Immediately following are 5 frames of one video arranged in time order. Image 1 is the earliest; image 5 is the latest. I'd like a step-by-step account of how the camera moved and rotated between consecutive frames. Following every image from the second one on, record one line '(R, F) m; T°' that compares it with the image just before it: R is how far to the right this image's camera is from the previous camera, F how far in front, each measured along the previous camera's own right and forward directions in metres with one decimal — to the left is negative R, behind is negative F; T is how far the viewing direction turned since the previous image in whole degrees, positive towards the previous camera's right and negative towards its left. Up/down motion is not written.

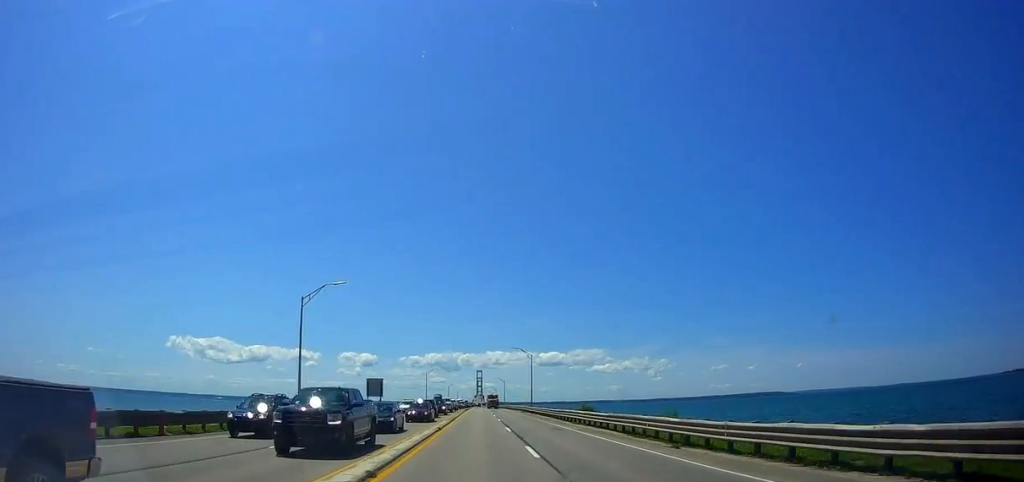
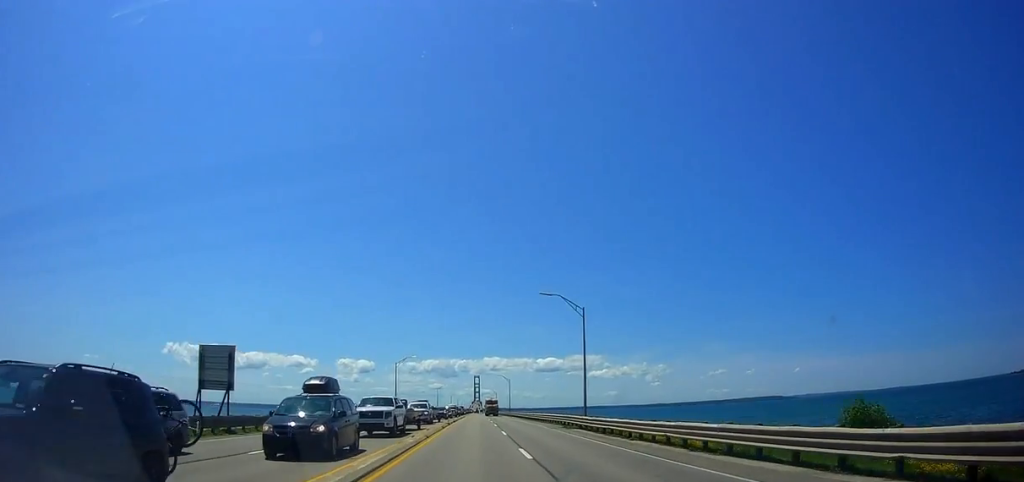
(-1.0, +45.6) m; 0°
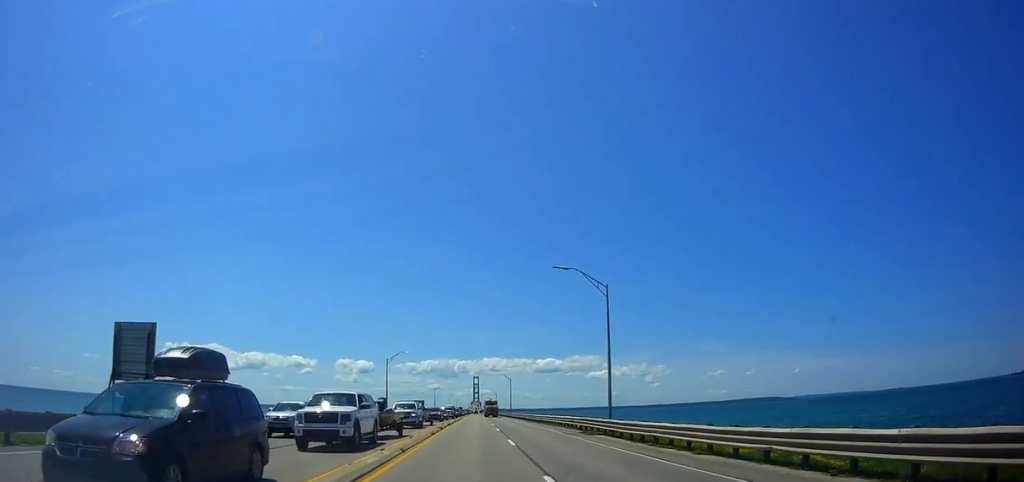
(+0.3, +8.1) m; 0°
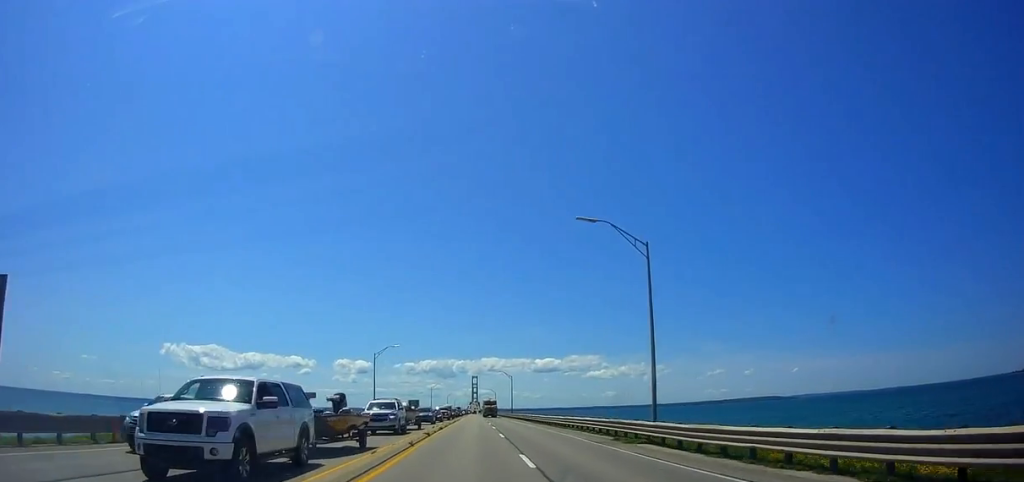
(+0.3, +8.7) m; 0°
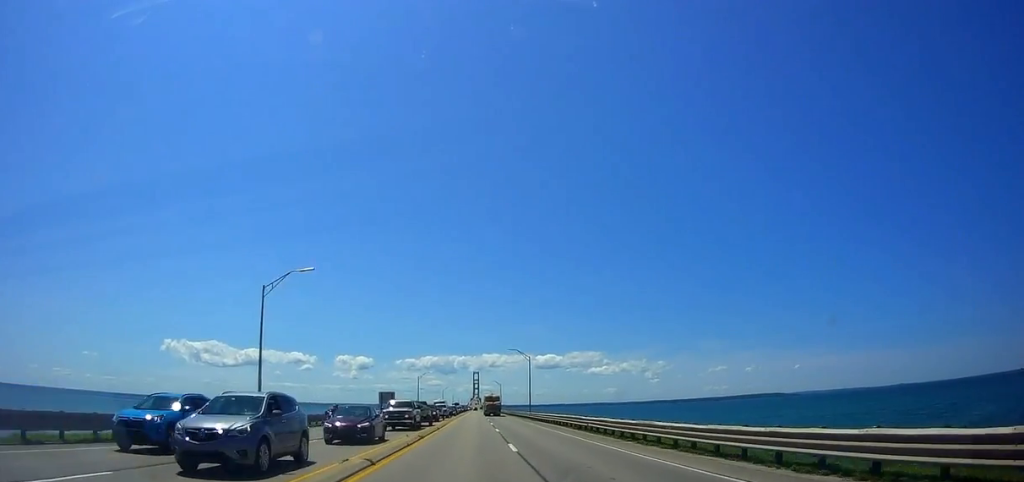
(-0.2, +38.9) m; +1°
